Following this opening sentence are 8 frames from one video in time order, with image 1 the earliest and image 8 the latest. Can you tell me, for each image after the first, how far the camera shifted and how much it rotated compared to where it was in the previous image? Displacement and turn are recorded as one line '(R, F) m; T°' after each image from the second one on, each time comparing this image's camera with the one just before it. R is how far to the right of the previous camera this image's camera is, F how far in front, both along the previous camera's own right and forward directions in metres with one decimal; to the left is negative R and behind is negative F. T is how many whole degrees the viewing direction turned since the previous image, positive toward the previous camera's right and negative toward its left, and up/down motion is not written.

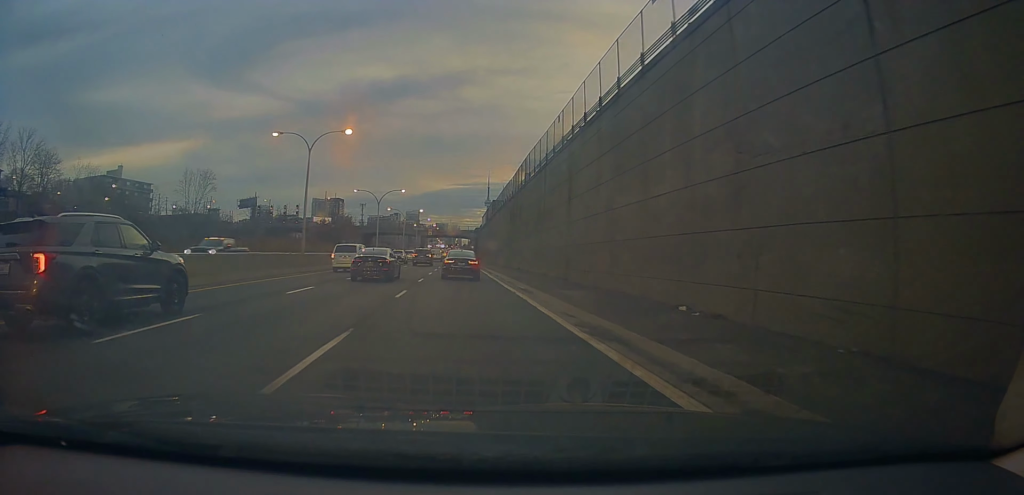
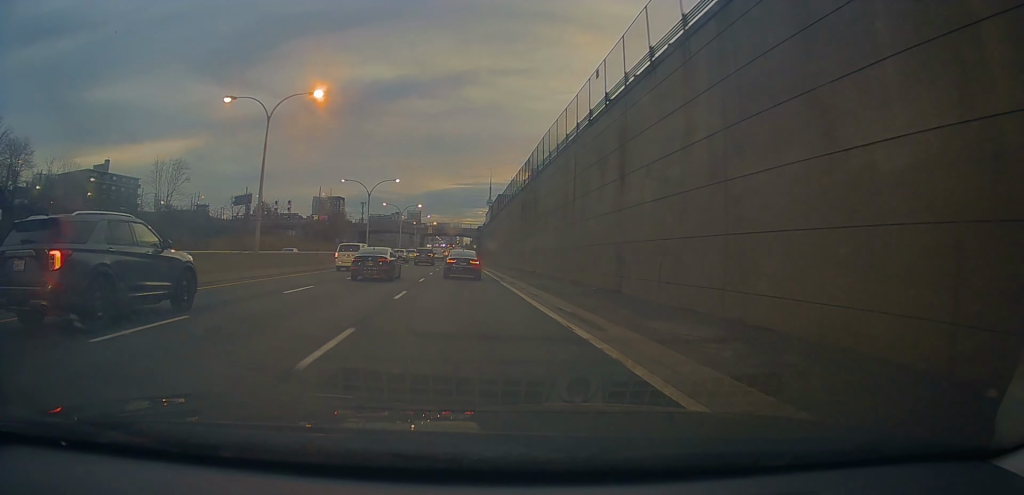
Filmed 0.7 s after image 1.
(-0.2, +9.5) m; -1°
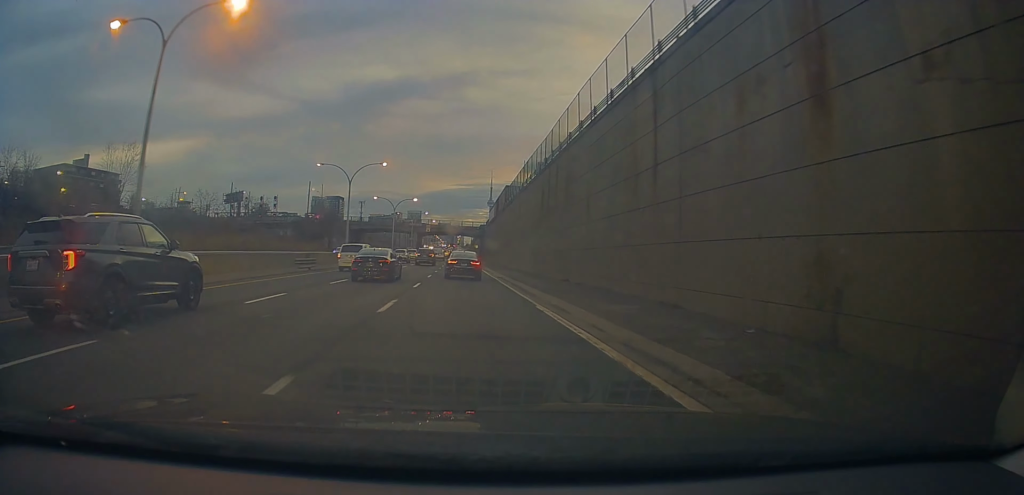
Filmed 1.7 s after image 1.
(-0.1, +12.4) m; -2°
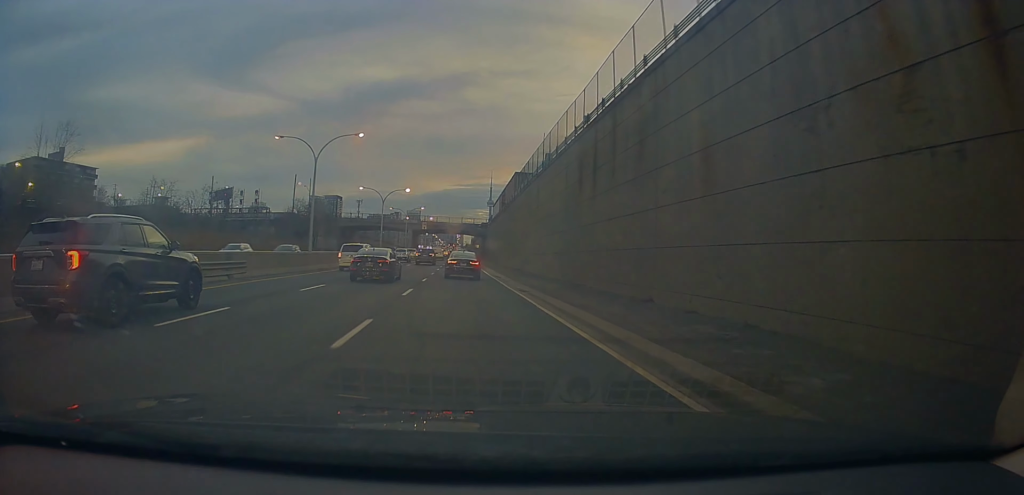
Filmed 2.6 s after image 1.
(-0.4, +13.2) m; 0°
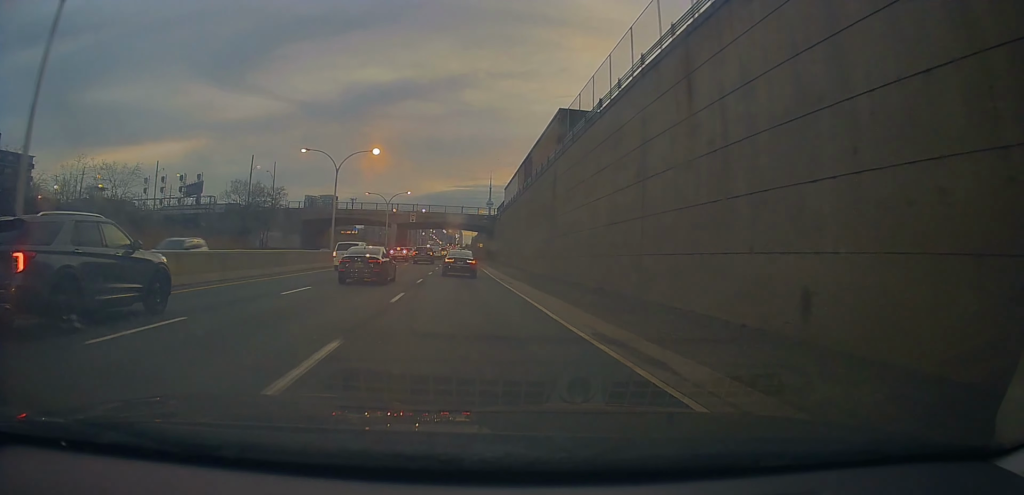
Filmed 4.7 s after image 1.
(+1.5, +29.0) m; +3°
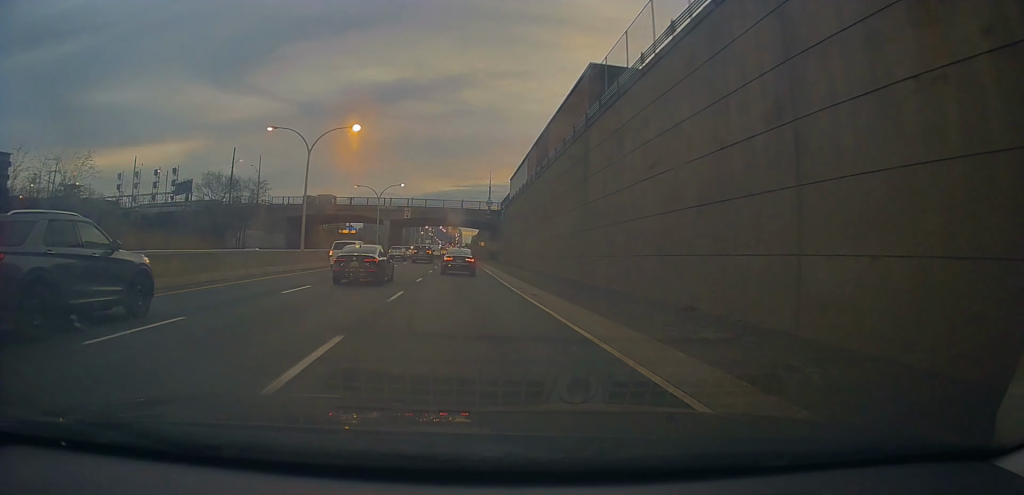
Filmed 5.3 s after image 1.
(0.0, +9.0) m; -1°
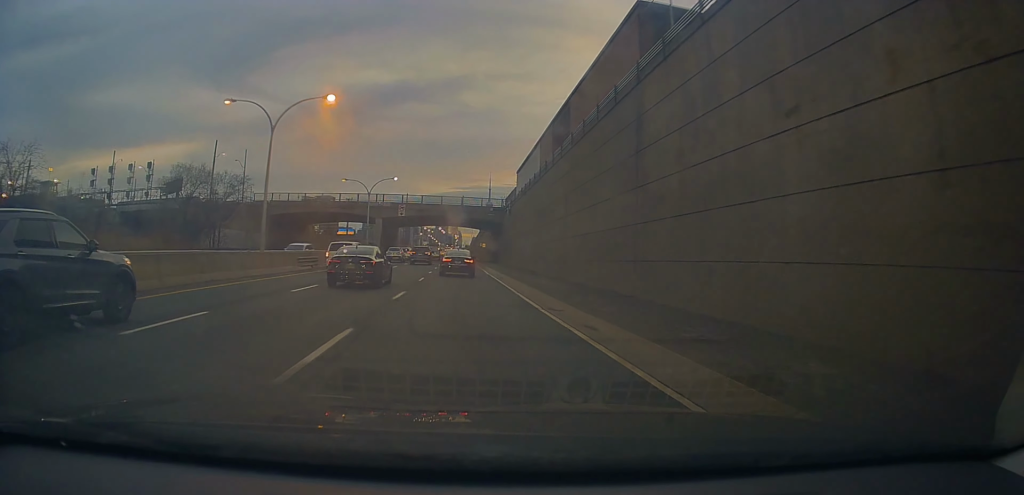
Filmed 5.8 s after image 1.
(-0.1, +8.1) m; -1°
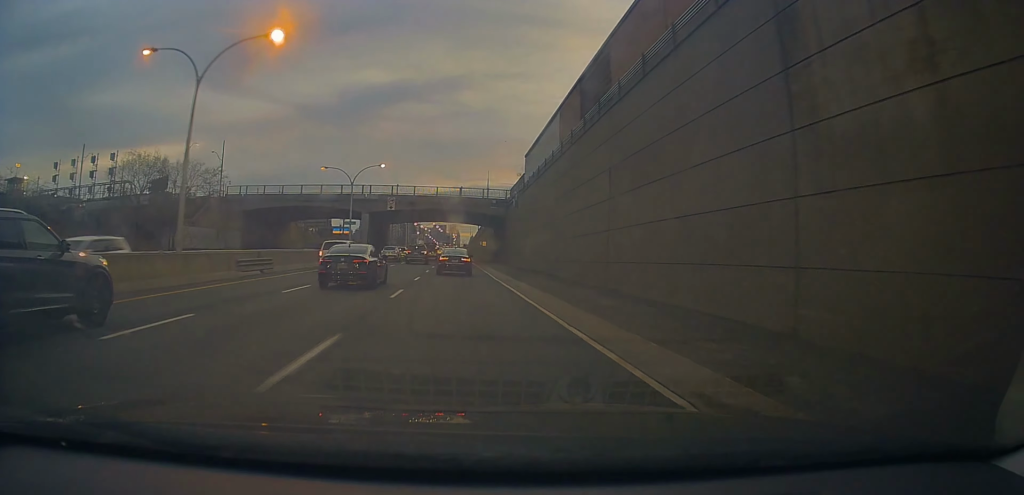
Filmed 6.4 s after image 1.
(-0.1, +9.7) m; 0°
